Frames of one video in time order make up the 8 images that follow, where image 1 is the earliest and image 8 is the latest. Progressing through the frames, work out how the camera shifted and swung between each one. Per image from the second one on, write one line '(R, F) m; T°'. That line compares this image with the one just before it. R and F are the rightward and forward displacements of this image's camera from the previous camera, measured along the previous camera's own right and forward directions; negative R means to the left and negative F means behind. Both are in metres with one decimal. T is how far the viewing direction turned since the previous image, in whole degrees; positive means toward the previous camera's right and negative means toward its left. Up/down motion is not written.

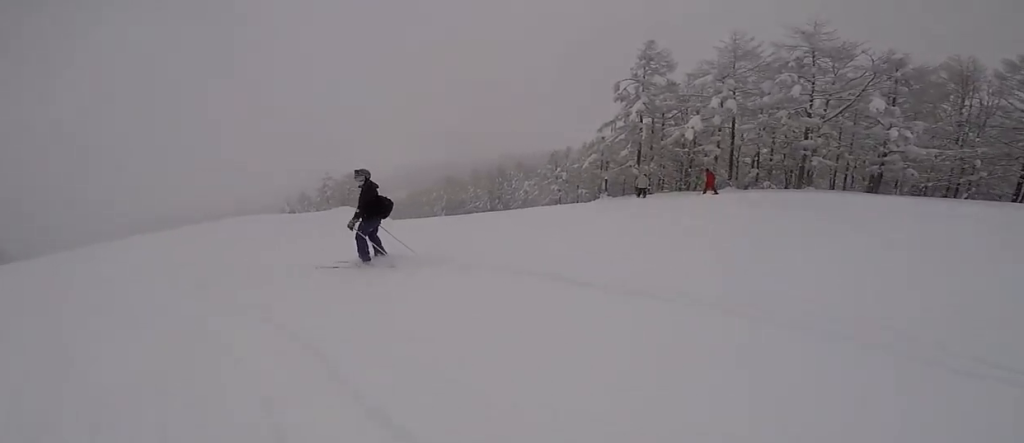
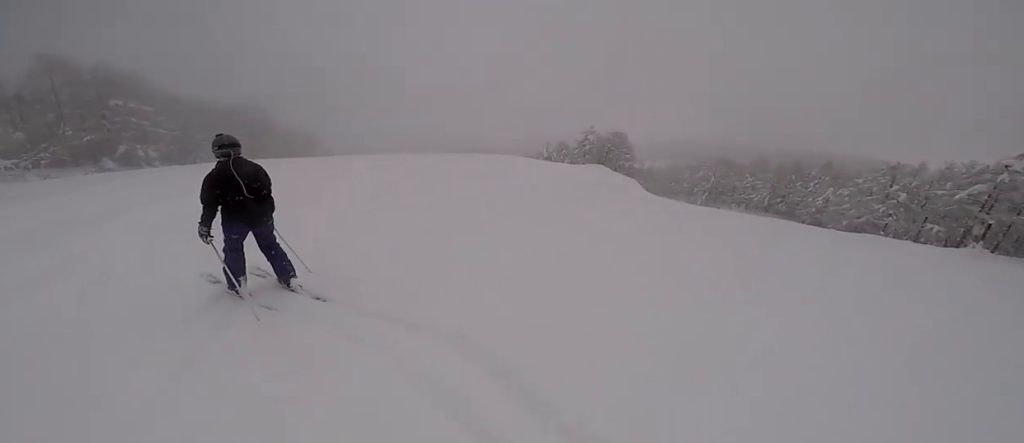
(-0.7, +5.6) m; -25°
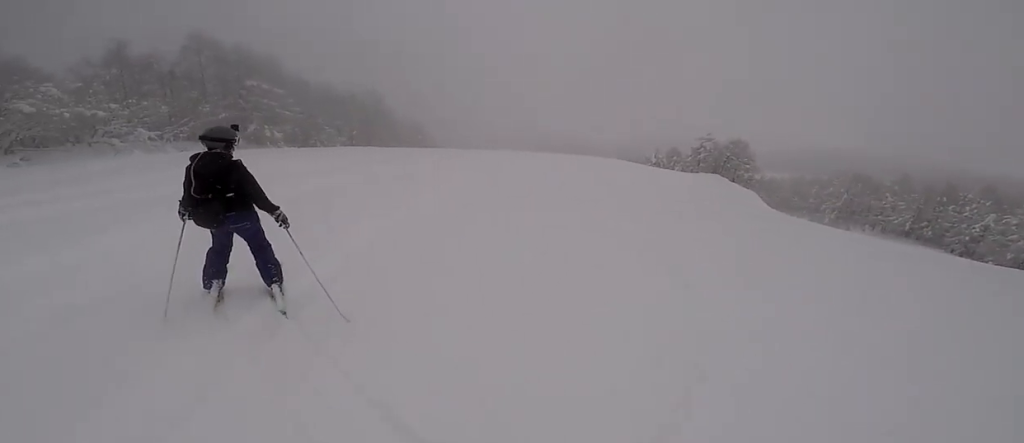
(-0.6, +1.8) m; -7°
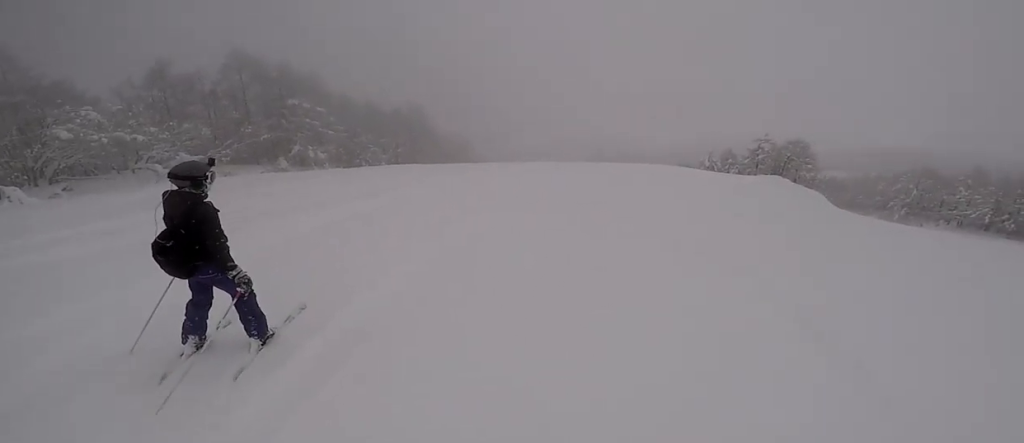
(-0.2, +1.9) m; -3°
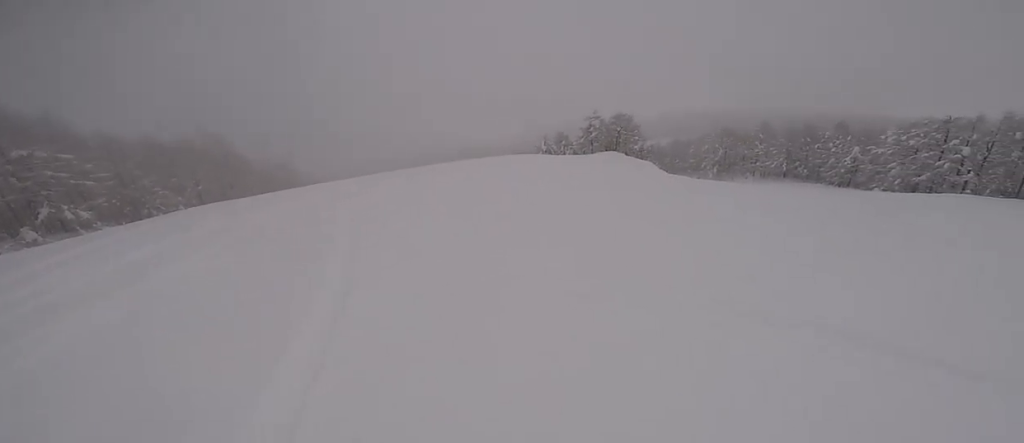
(+0.7, +4.7) m; +13°
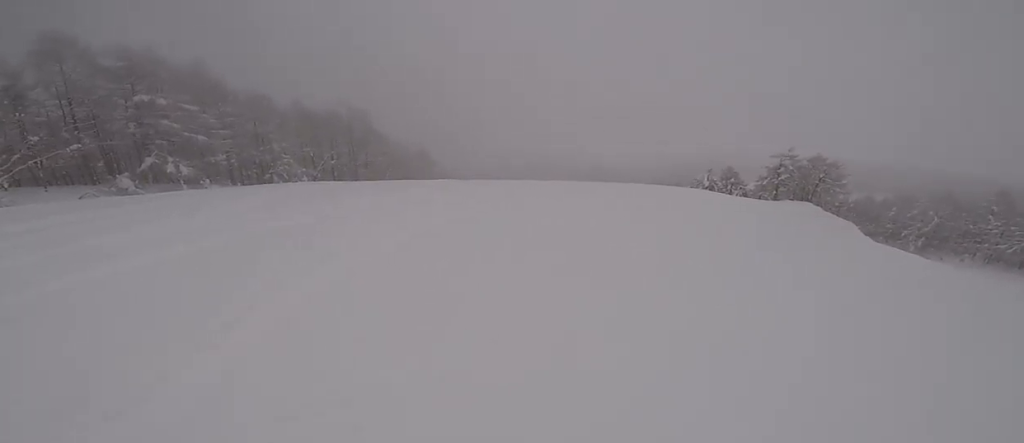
(-0.3, +9.5) m; -8°
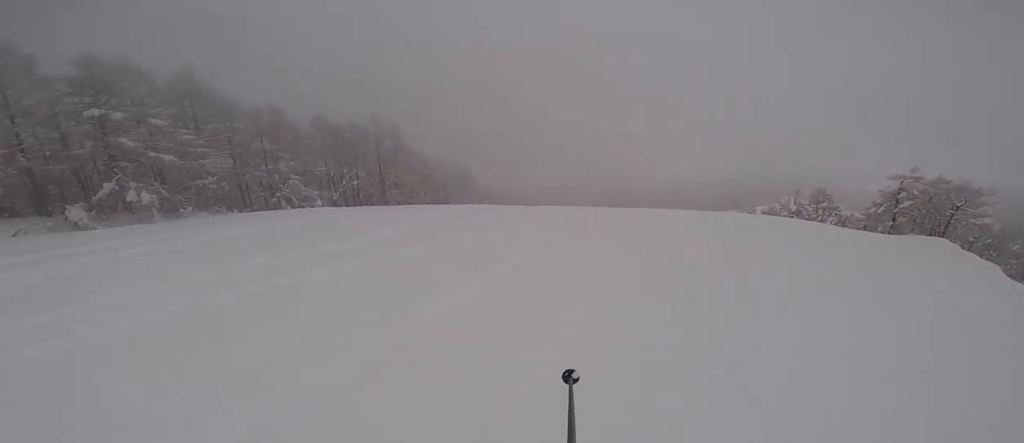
(0.0, +8.9) m; 0°
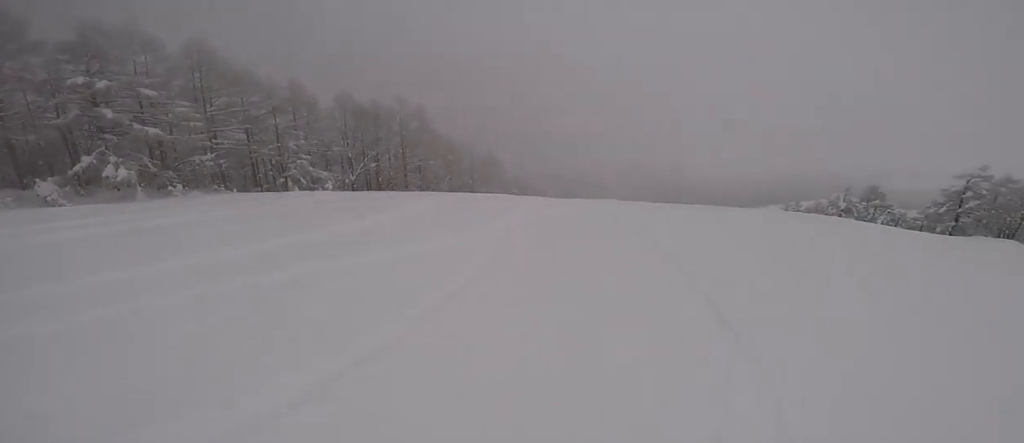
(0.0, +3.8) m; +6°
